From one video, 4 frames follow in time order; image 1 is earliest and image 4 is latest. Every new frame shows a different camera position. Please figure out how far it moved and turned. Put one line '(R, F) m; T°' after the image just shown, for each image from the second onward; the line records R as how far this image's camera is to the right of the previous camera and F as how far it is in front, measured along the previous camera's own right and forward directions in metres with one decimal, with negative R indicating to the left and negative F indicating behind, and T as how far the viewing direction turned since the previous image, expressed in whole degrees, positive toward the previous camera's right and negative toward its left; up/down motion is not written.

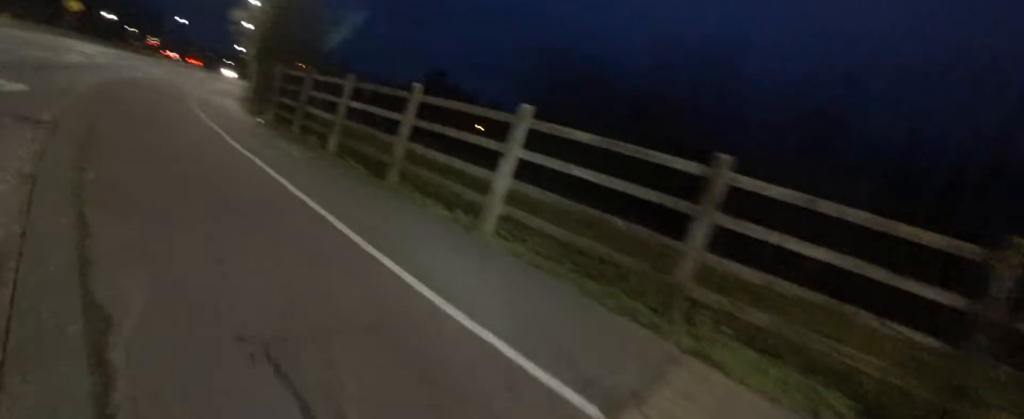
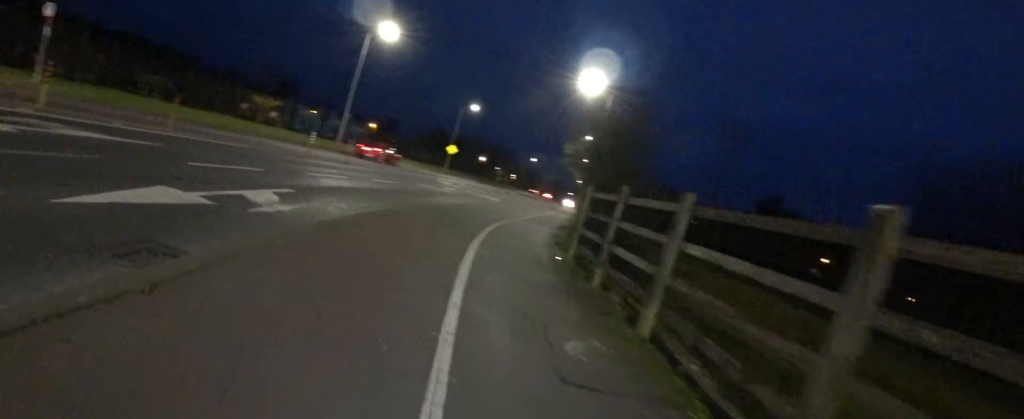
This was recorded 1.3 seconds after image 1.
(-0.4, +4.4) m; -3°
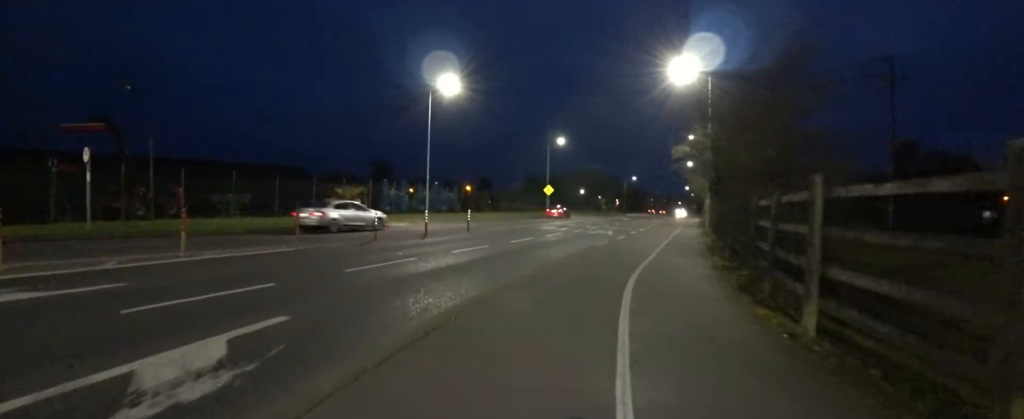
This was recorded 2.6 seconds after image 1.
(+0.5, +4.0) m; +20°
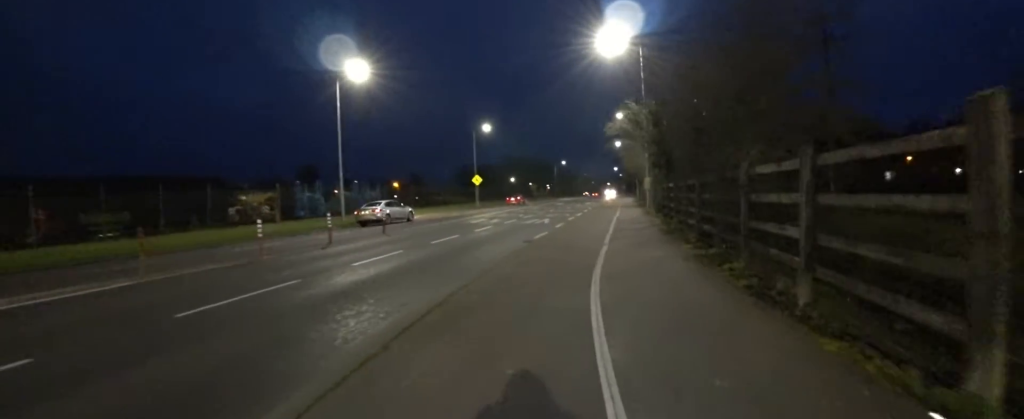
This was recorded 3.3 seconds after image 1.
(+0.4, +2.4) m; +8°
